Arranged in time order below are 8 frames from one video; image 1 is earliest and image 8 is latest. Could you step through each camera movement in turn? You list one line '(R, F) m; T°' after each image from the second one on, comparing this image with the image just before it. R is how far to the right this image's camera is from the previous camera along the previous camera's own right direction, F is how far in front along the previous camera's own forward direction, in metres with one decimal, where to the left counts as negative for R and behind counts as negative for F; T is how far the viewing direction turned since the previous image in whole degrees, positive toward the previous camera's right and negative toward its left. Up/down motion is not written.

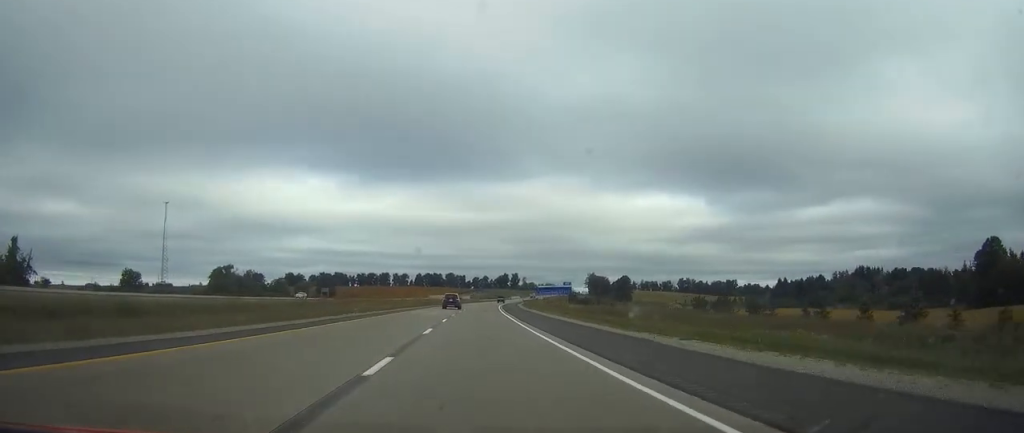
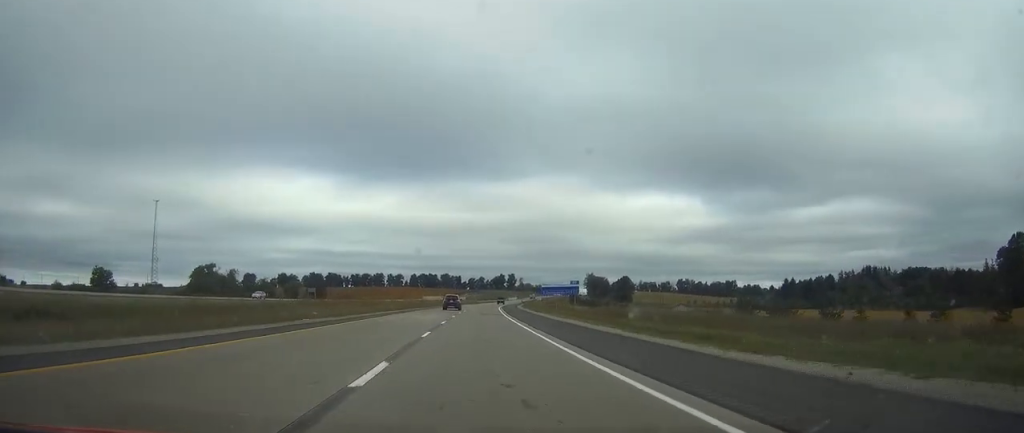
(0.0, +13.3) m; 0°
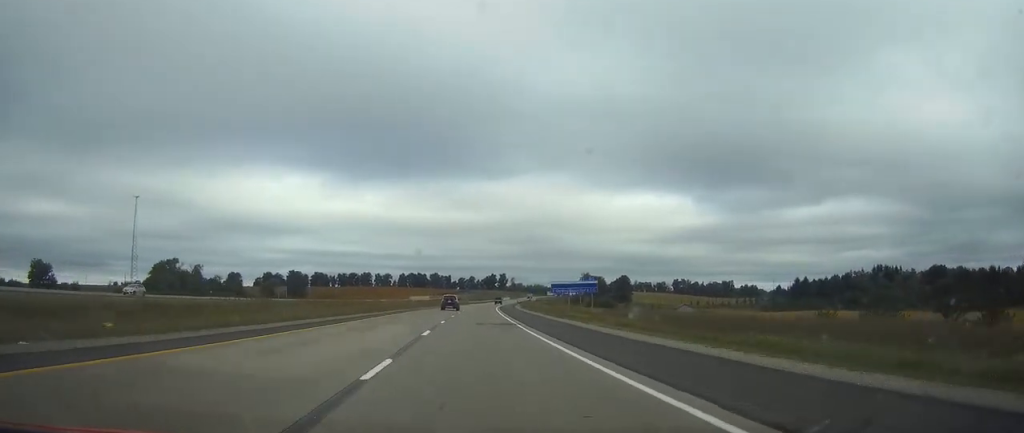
(+0.2, +23.2) m; +1°
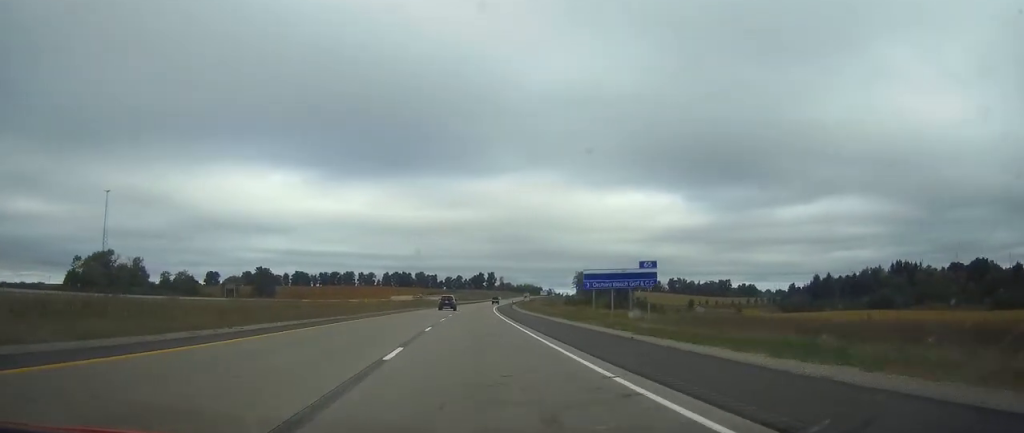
(+0.3, +33.0) m; +1°
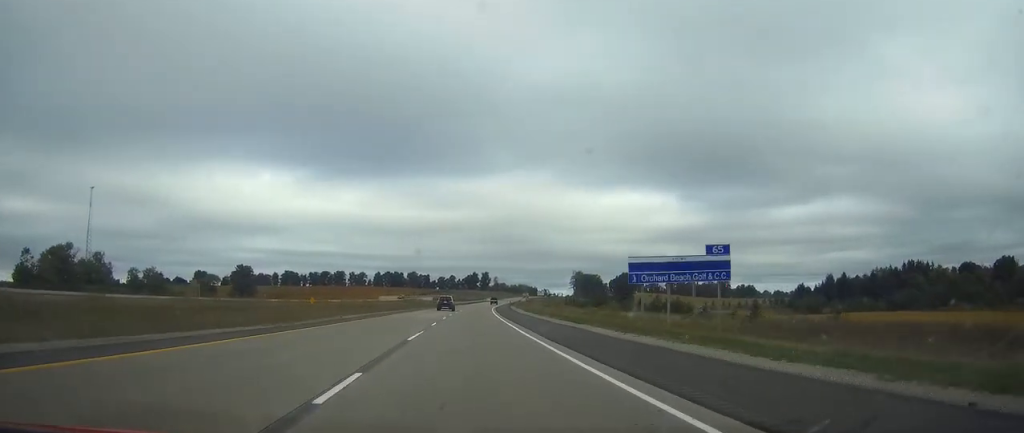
(+0.1, +17.6) m; 0°
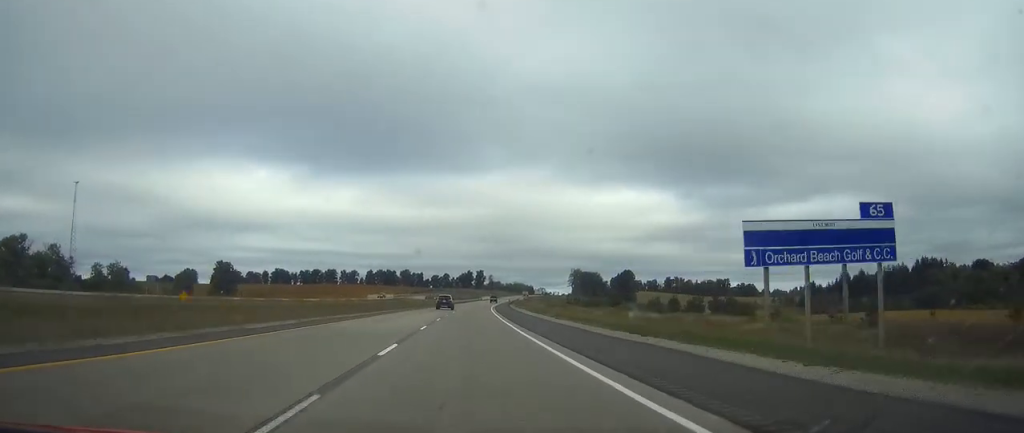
(0.0, +17.6) m; 0°
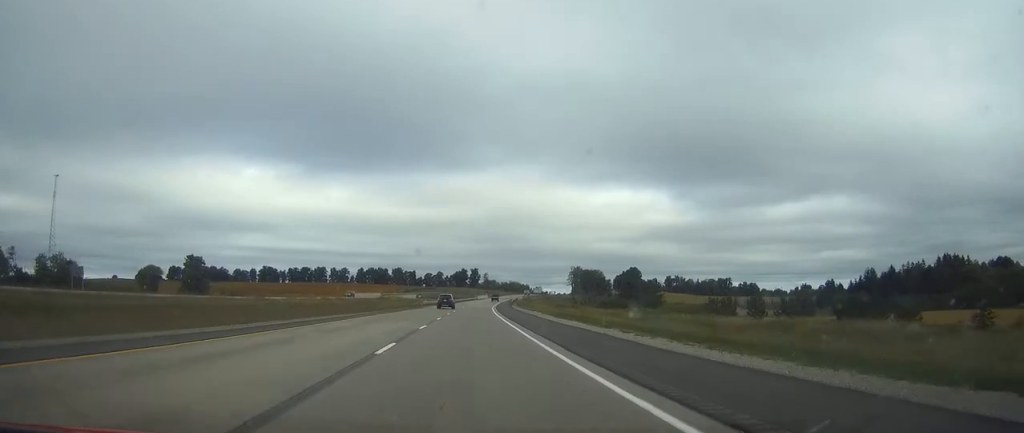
(+0.1, +24.1) m; +1°
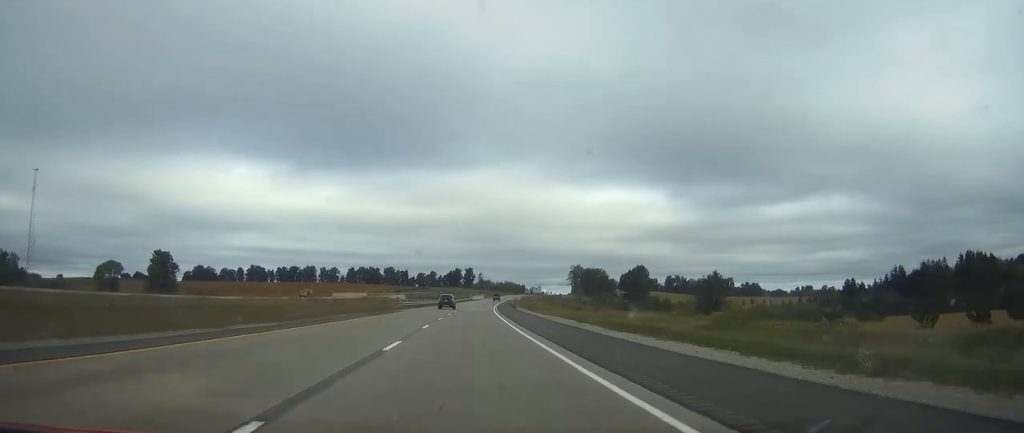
(+0.1, +23.0) m; +1°
